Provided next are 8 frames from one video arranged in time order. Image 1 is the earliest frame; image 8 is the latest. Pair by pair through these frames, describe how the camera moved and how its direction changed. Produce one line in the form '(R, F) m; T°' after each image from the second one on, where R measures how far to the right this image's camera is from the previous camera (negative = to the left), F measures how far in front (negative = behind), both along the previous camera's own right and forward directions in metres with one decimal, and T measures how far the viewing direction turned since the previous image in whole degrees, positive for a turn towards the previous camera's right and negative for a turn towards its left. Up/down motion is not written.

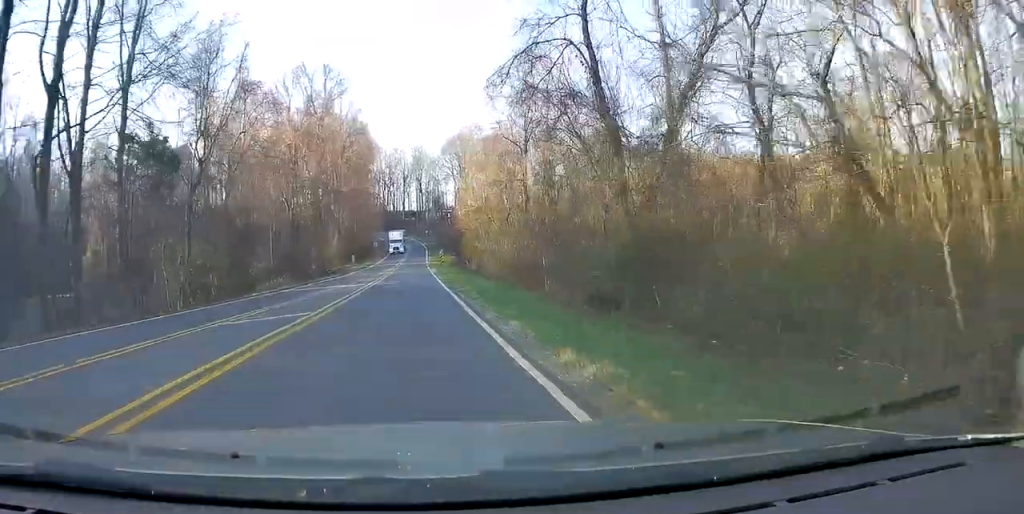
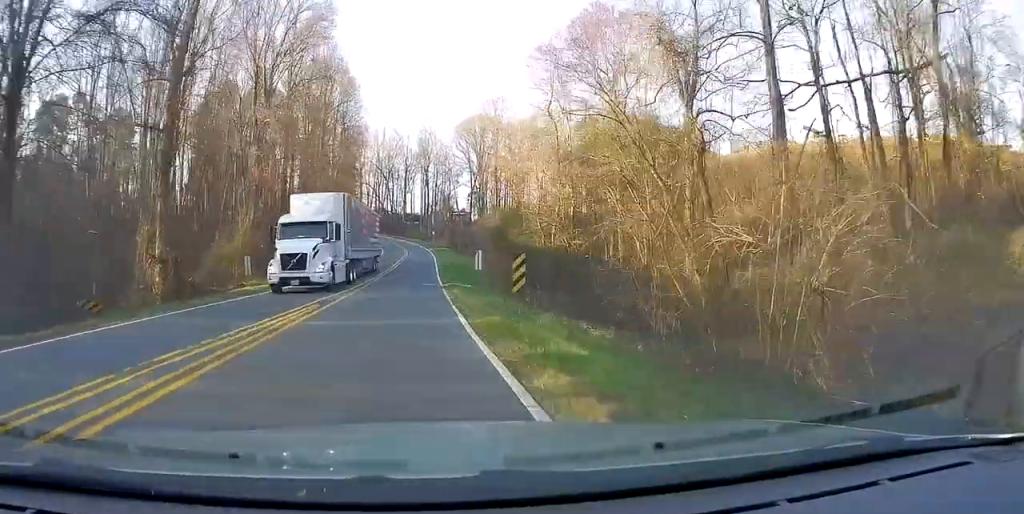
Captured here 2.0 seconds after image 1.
(-1.0, +47.4) m; -1°
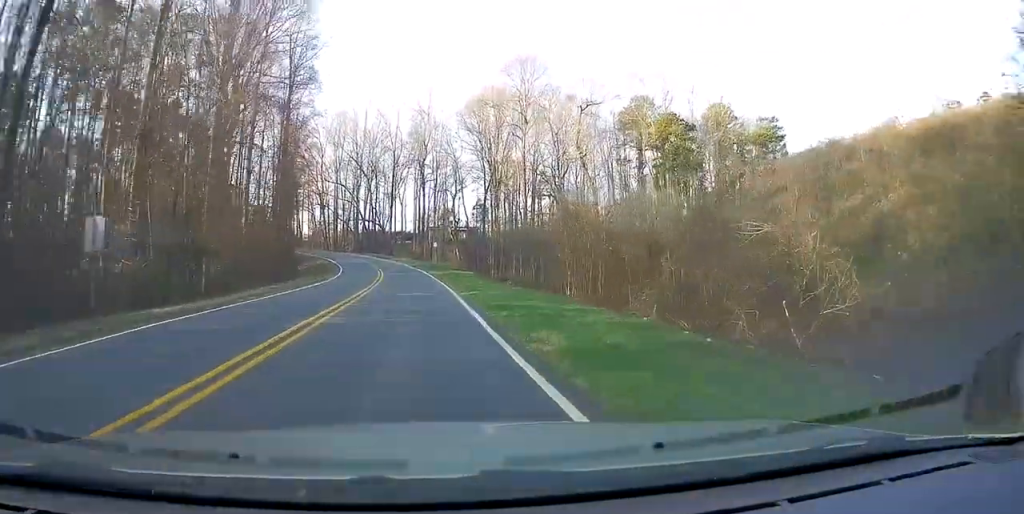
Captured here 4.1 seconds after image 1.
(-0.5, +45.8) m; -1°
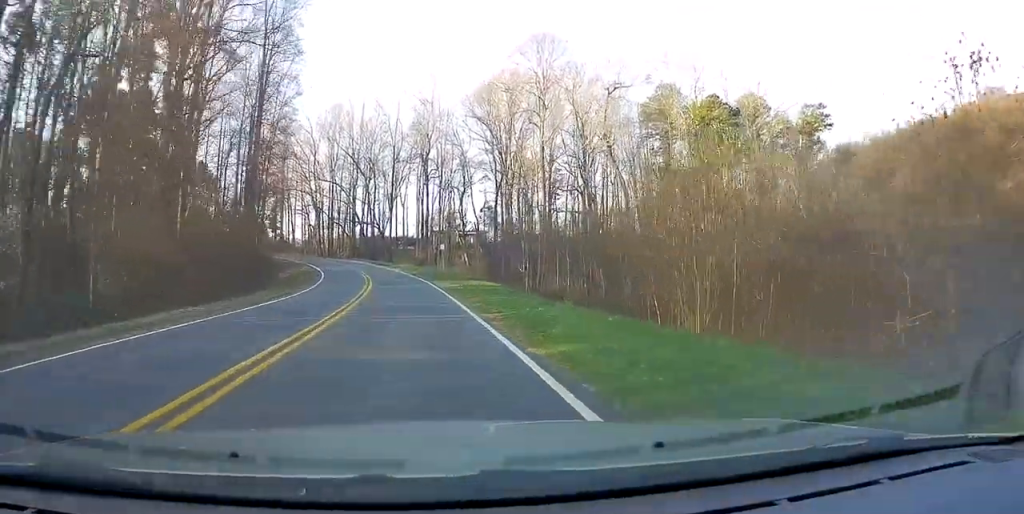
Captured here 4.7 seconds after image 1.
(+0.1, +13.1) m; 0°
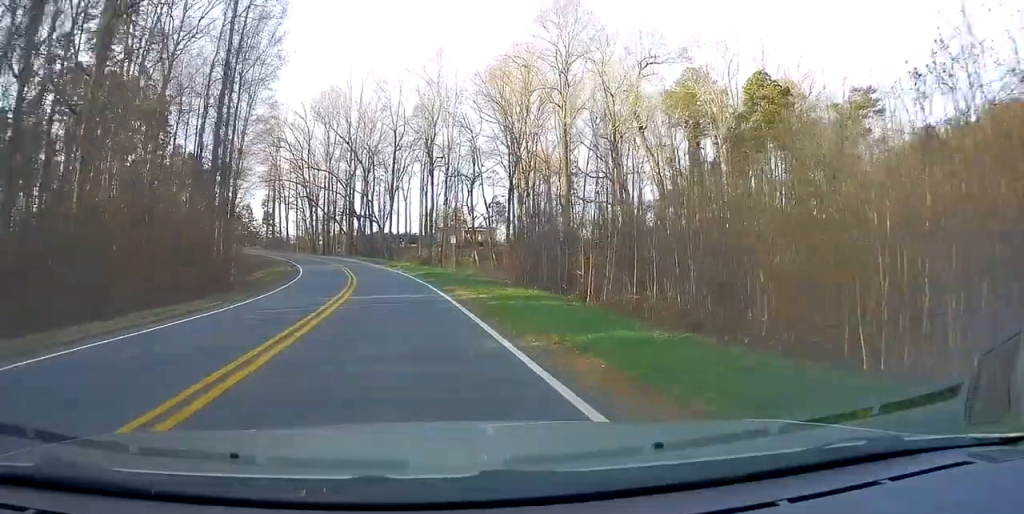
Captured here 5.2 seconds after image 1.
(+0.2, +11.3) m; -1°
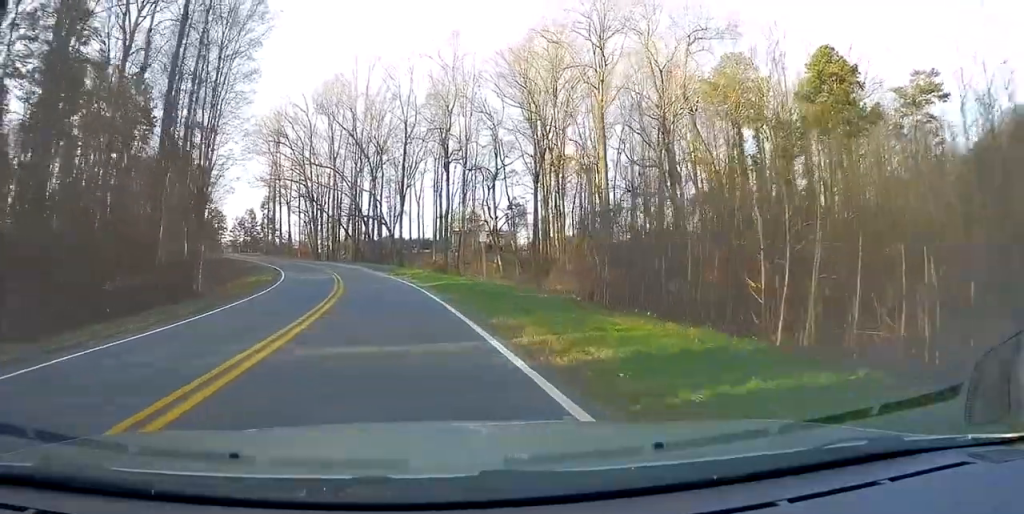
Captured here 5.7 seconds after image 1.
(-0.2, +10.9) m; -2°
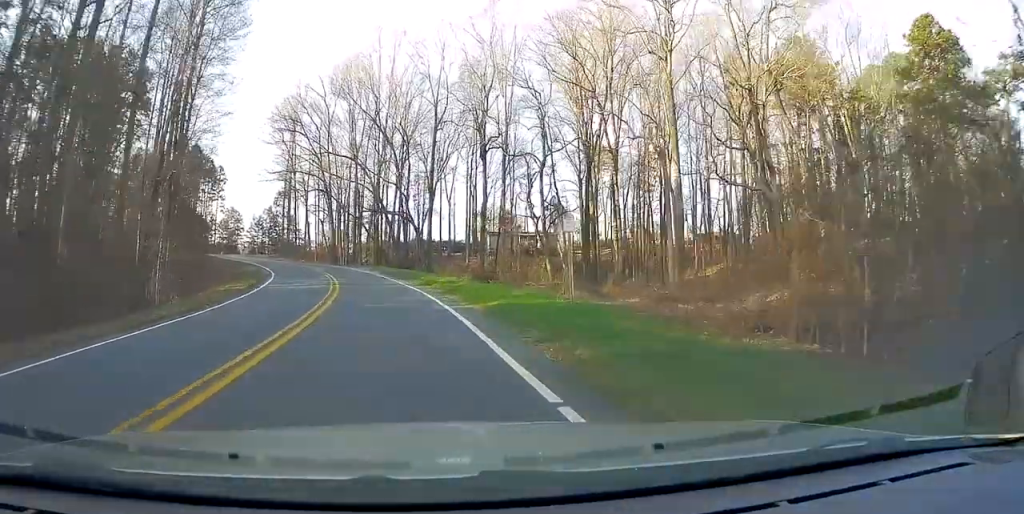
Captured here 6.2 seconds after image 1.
(-0.1, +11.5) m; -2°
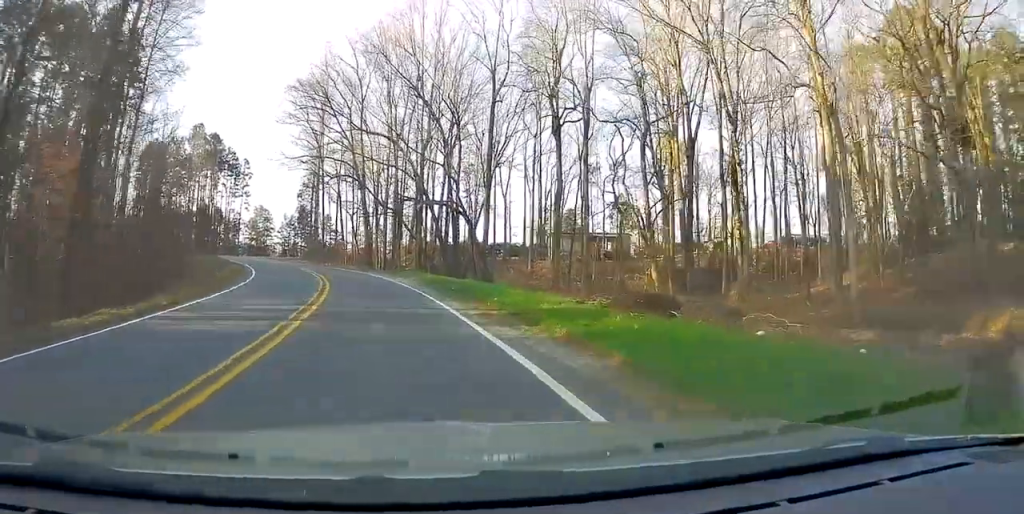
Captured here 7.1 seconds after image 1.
(-0.5, +16.2) m; -4°
